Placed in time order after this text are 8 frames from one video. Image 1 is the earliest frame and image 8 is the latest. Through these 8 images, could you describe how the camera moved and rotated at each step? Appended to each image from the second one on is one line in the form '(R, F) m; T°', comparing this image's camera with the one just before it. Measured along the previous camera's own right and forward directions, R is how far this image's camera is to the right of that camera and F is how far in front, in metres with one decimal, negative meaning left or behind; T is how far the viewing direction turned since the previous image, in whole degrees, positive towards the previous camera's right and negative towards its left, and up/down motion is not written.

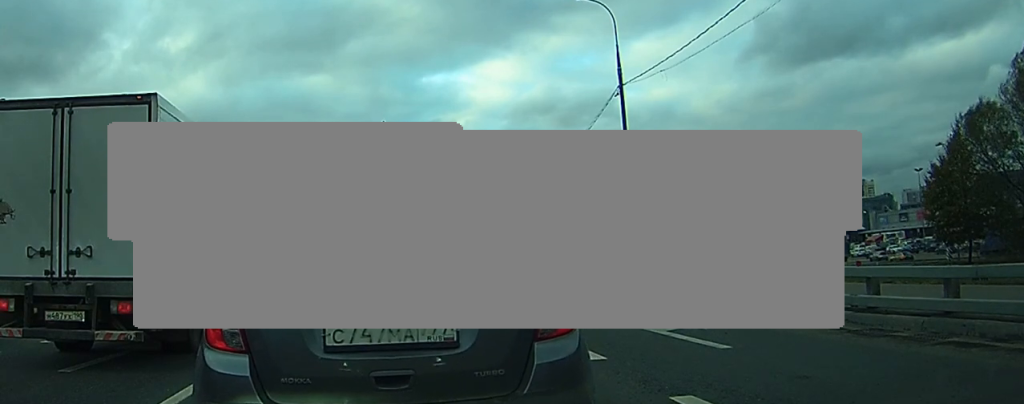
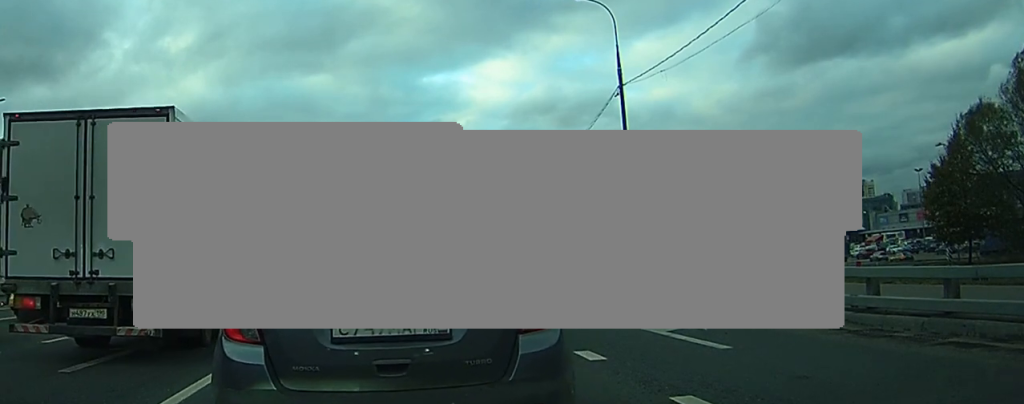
(-0.2, 0.0) m; 0°
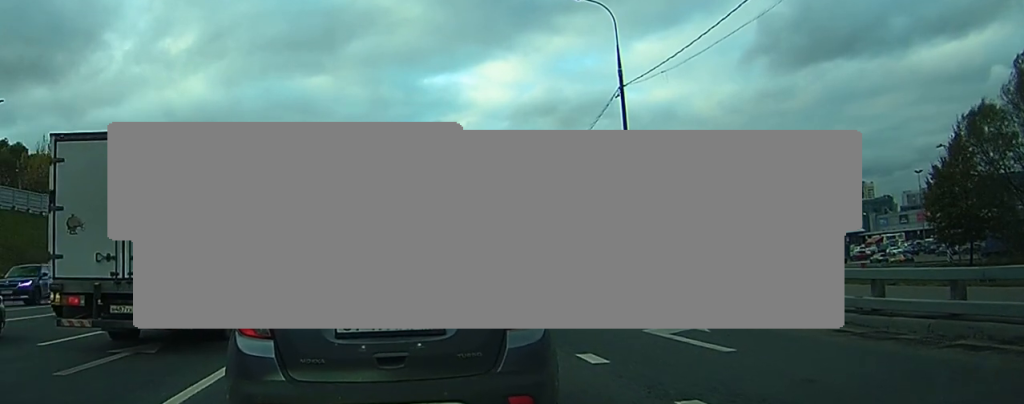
(-0.2, 0.0) m; 0°
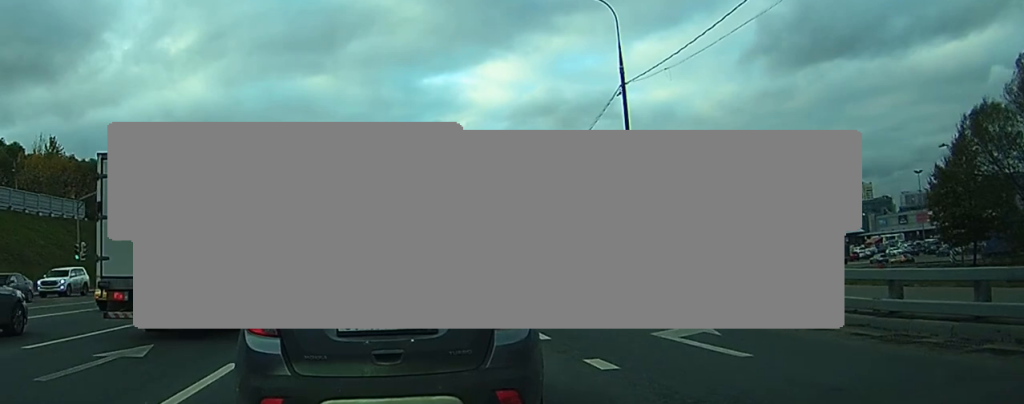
(-0.2, +0.2) m; 0°
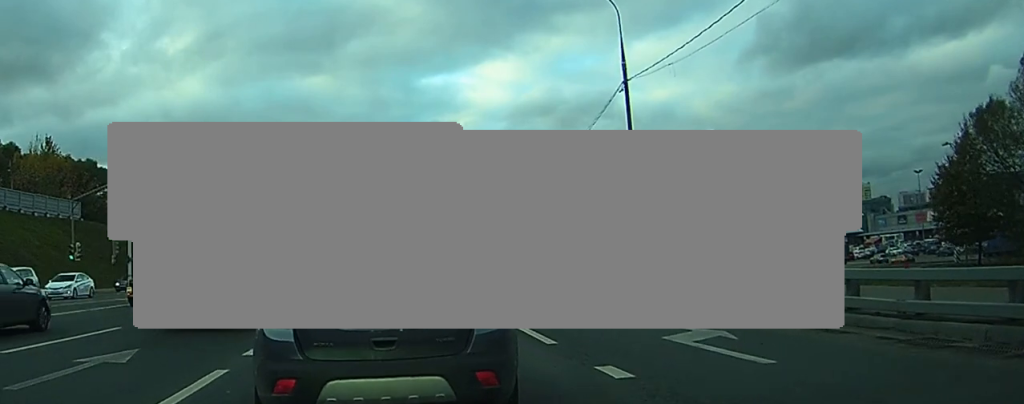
(-0.2, +0.4) m; 0°
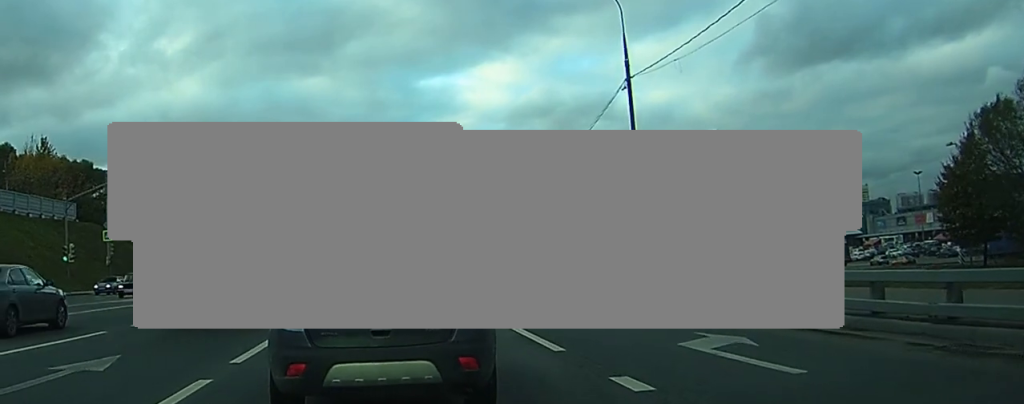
(-0.1, +0.4) m; 0°
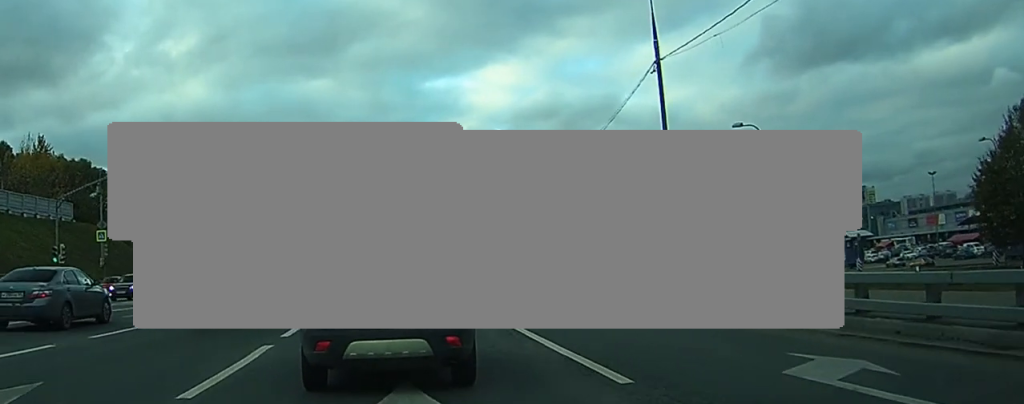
(0.0, +2.0) m; -1°
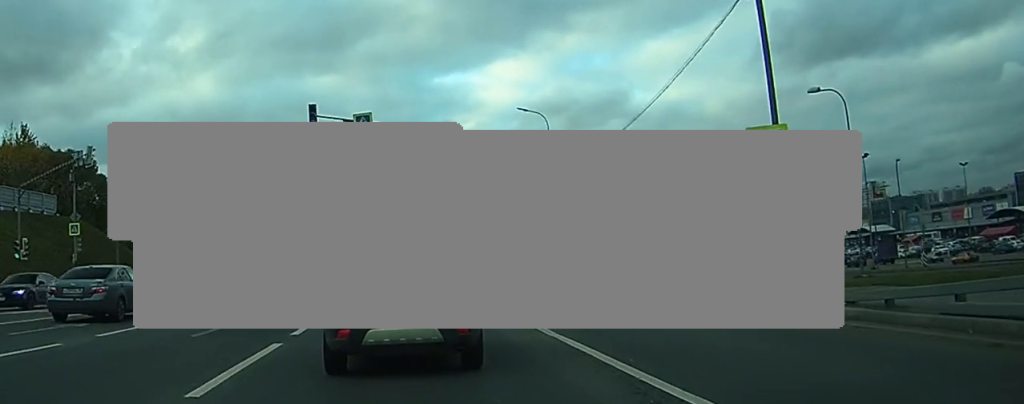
(-0.6, +5.3) m; -10°
